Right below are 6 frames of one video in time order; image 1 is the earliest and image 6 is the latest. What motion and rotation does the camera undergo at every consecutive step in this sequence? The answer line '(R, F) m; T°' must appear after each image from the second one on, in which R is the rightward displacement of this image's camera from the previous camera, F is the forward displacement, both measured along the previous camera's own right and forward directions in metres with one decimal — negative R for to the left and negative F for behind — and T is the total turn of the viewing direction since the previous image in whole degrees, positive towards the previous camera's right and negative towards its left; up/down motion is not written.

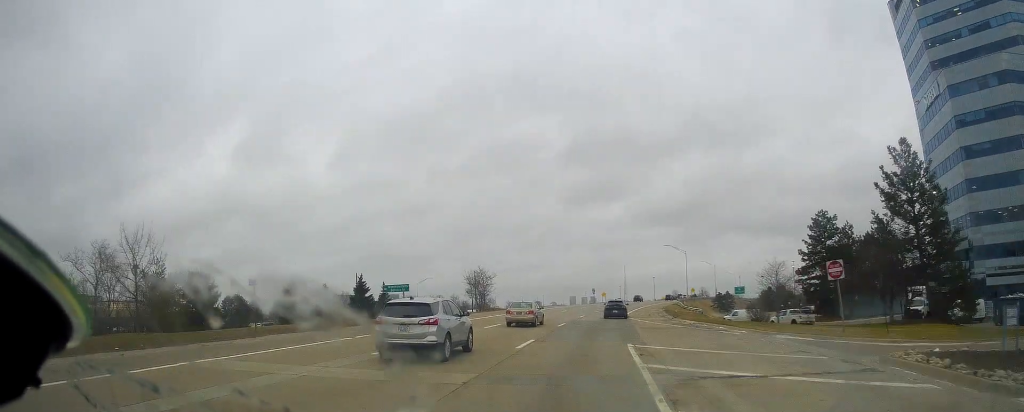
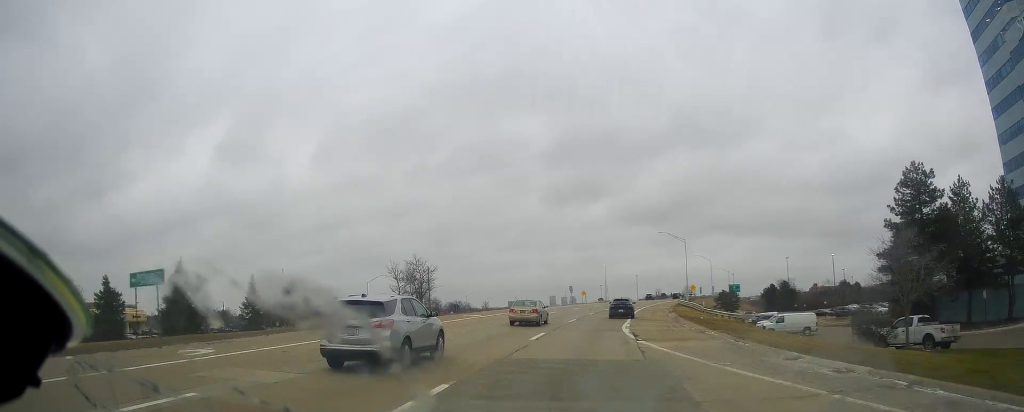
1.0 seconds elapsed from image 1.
(+0.6, +27.4) m; +2°
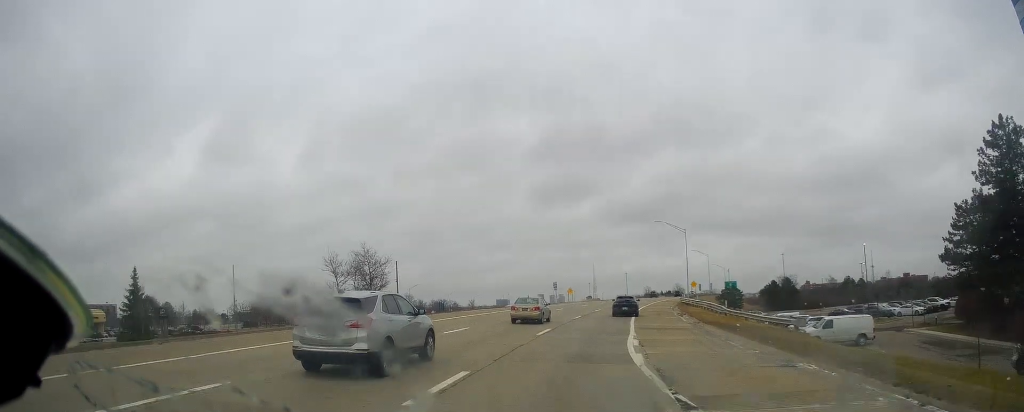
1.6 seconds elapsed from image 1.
(+0.2, +14.2) m; +1°
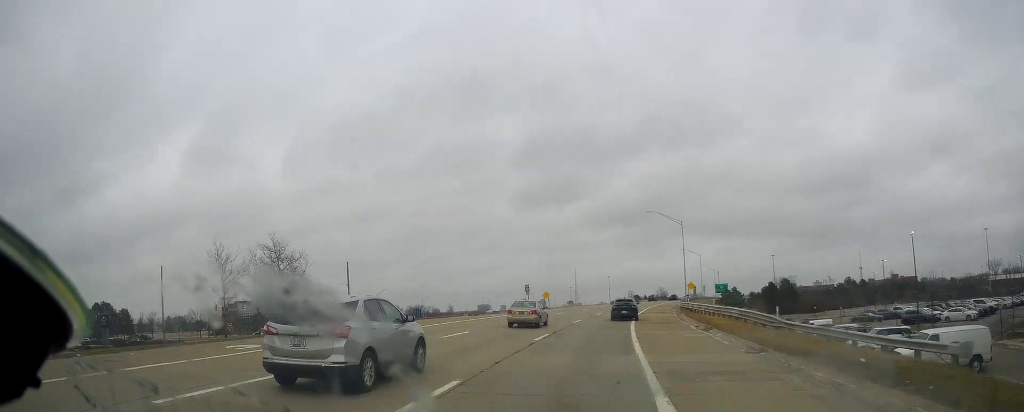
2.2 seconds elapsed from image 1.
(+0.1, +16.0) m; +1°
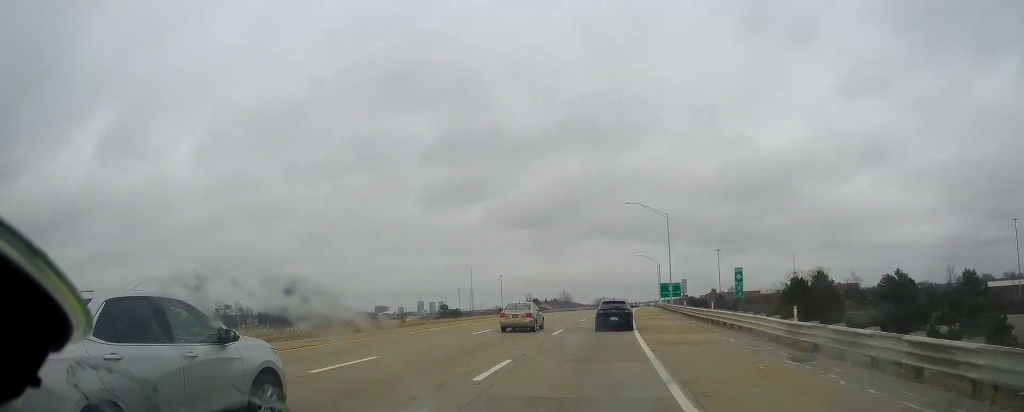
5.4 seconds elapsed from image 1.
(+7.4, +85.8) m; +10°
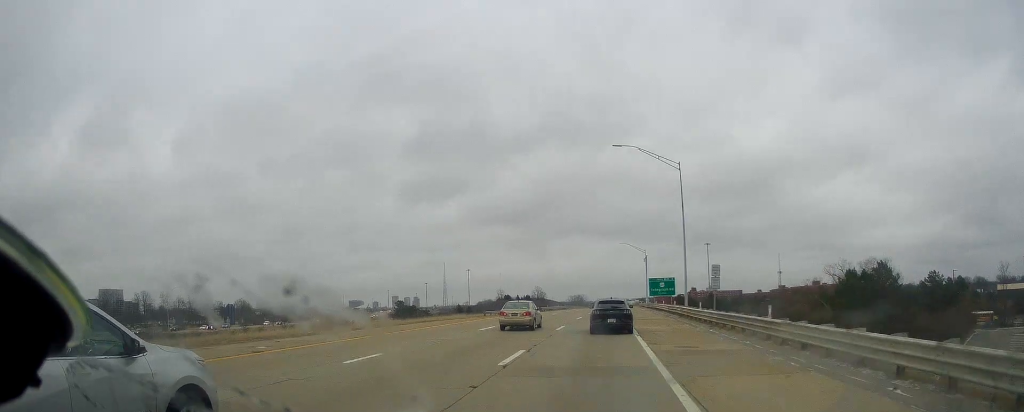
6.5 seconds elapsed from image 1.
(+0.6, +28.1) m; +2°
